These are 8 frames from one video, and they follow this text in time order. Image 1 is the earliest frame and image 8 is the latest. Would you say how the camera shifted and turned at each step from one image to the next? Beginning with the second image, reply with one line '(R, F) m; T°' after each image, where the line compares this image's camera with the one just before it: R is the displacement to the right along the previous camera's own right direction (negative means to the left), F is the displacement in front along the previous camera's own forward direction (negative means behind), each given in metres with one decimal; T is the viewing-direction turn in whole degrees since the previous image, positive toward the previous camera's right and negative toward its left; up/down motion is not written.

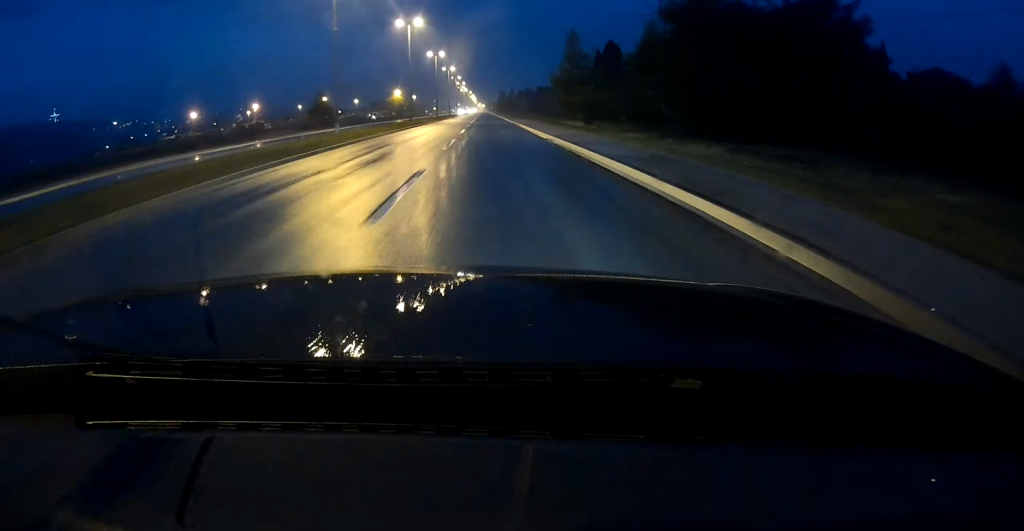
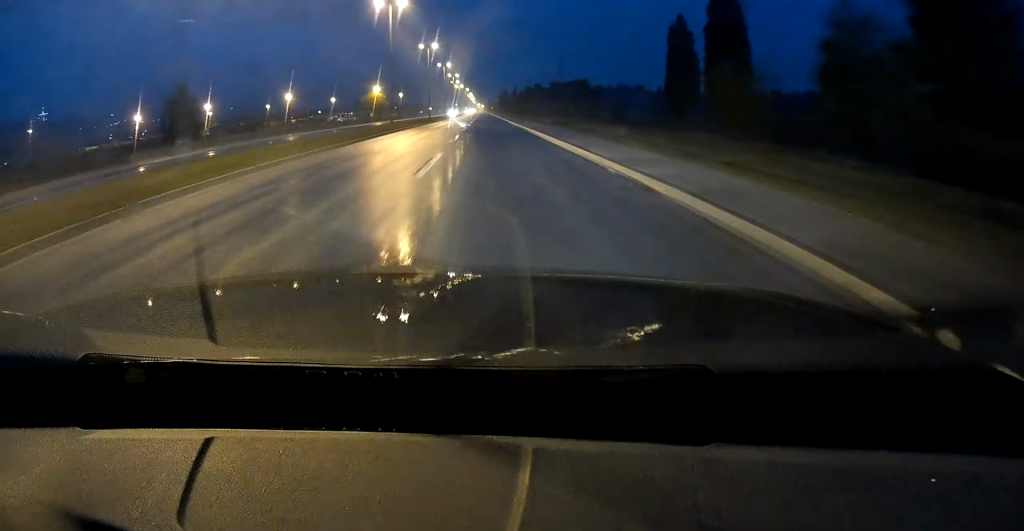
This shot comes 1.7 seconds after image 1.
(-0.1, +50.1) m; 0°
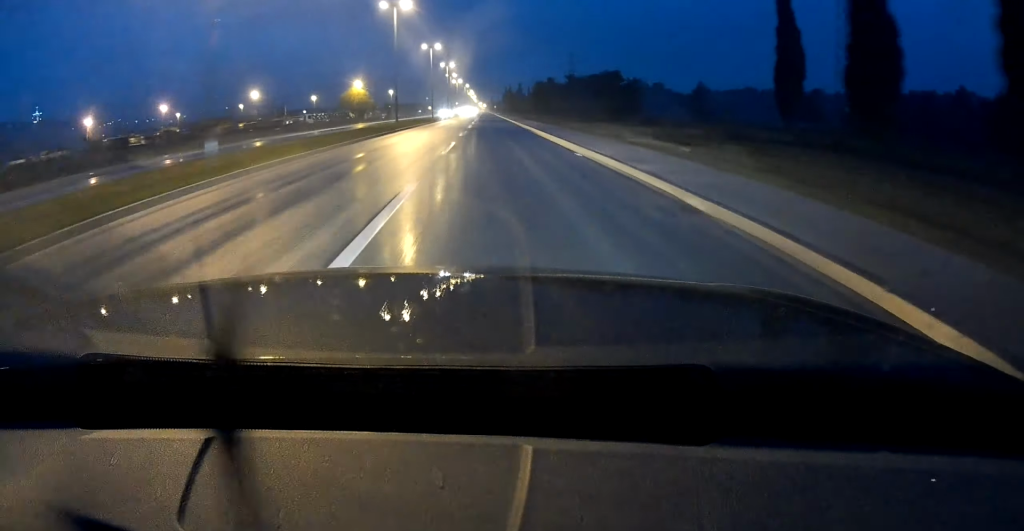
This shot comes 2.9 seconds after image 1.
(0.0, +35.6) m; 0°
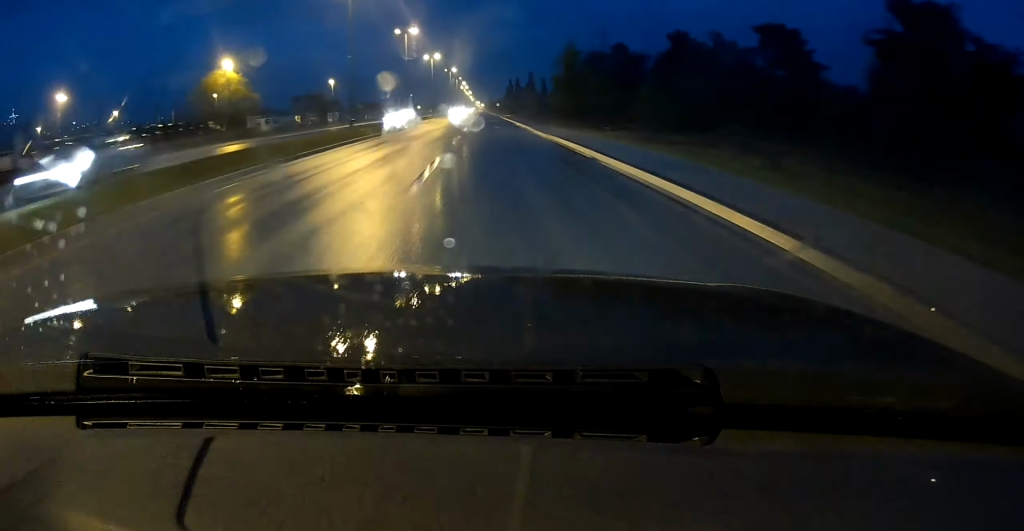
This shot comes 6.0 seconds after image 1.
(+0.2, +92.7) m; 0°
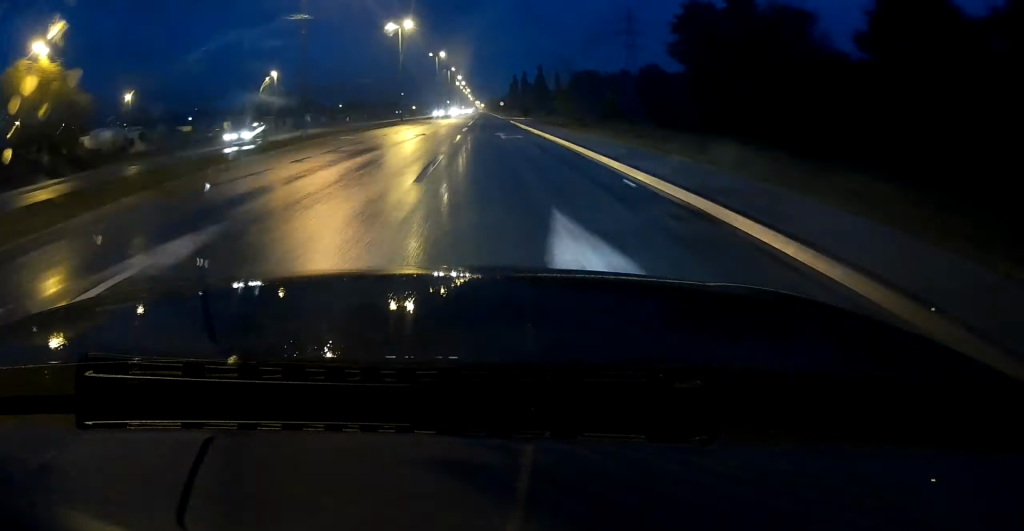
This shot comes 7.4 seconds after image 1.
(0.0, +42.2) m; 0°
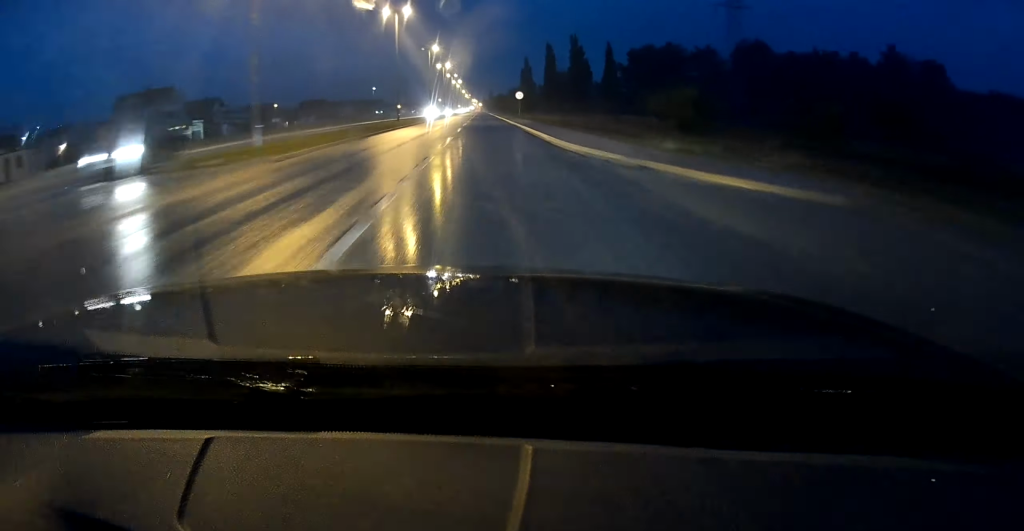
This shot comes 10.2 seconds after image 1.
(0.0, +83.1) m; 0°
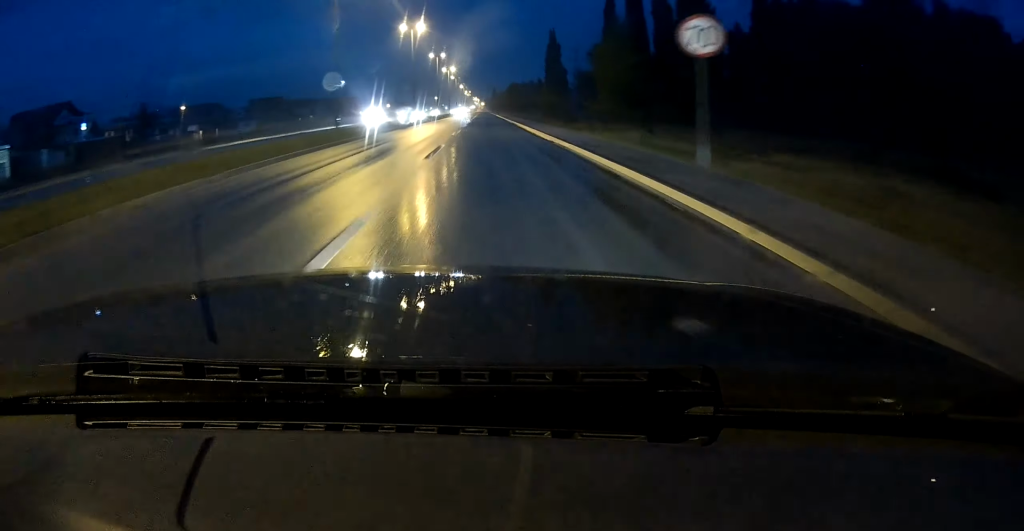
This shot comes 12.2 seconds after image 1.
(+0.2, +61.3) m; 0°
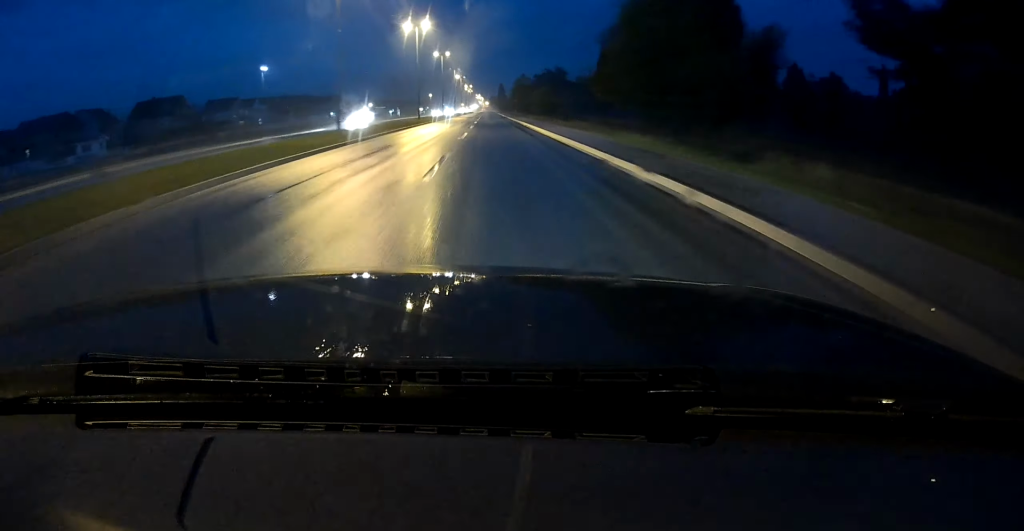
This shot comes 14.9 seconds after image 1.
(-0.3, +75.5) m; 0°
